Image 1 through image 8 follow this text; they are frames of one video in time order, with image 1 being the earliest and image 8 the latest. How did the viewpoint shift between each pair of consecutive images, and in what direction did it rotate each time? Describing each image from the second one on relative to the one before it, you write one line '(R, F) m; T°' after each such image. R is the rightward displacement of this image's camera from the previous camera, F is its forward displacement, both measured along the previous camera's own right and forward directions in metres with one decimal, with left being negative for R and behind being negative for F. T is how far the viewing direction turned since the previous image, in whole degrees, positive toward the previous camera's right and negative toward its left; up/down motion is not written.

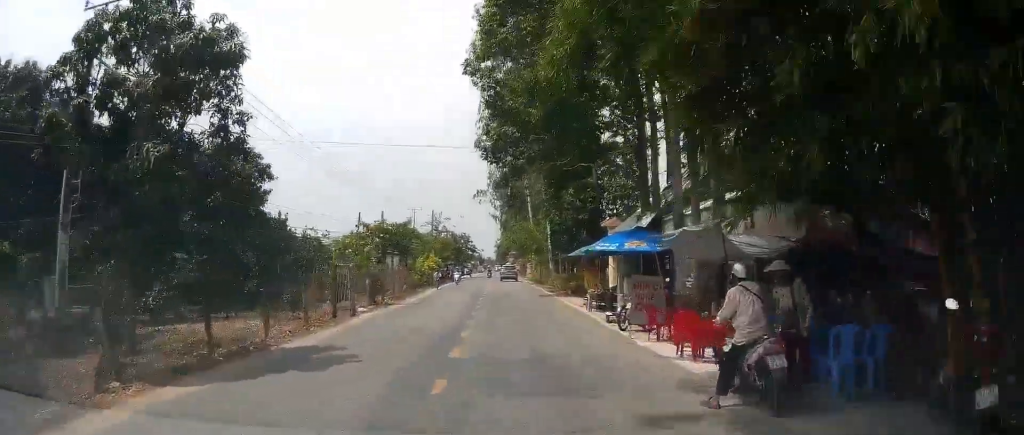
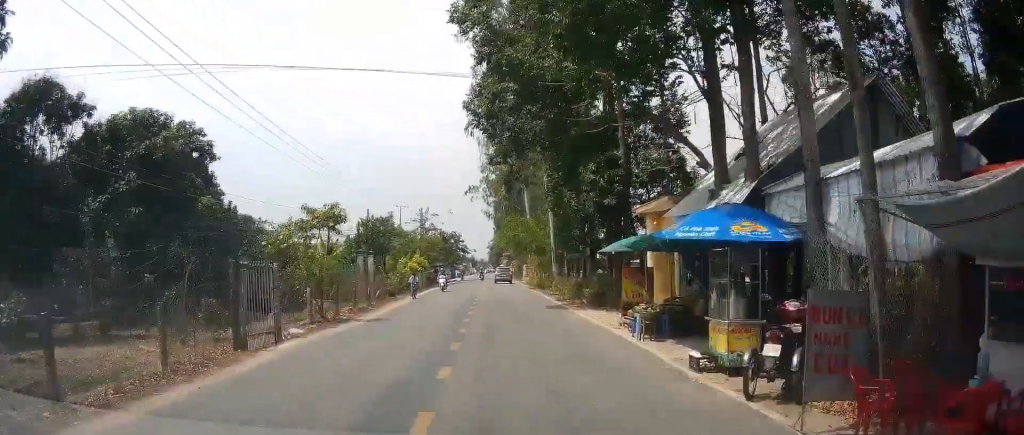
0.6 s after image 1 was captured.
(+0.1, +7.5) m; +1°
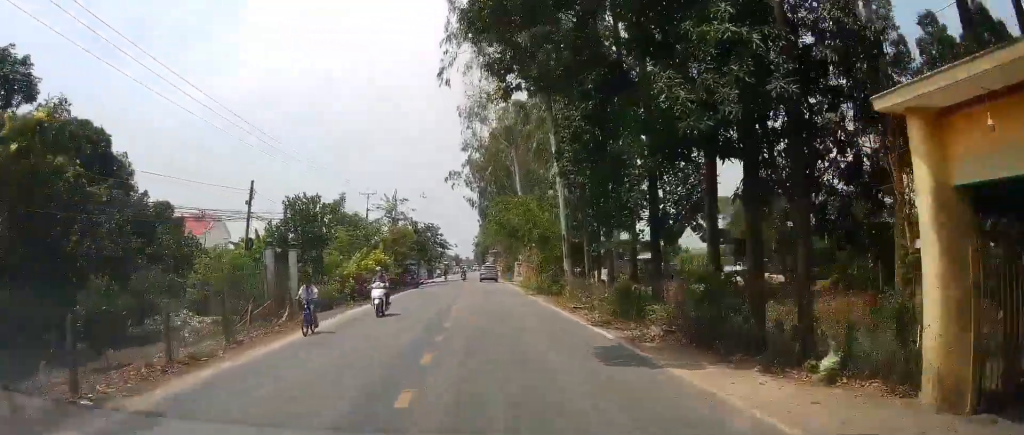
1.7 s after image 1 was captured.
(0.0, +14.0) m; +2°
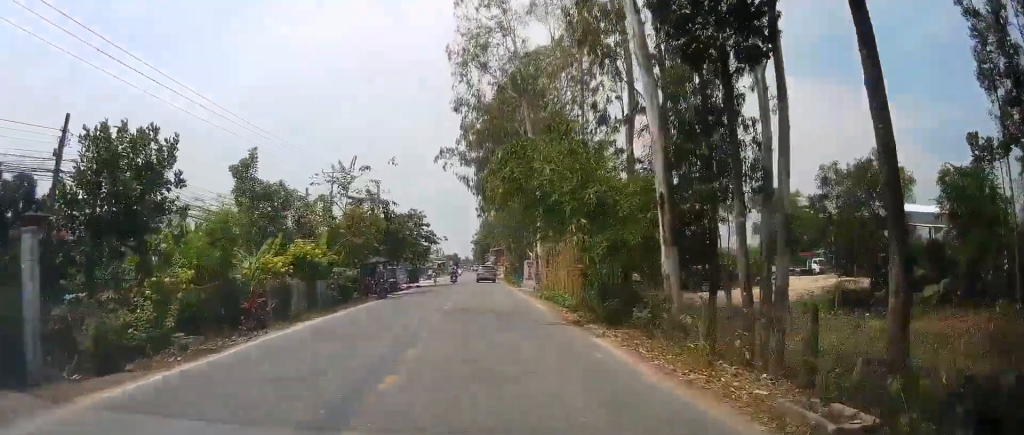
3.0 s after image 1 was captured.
(+0.3, +17.4) m; -1°
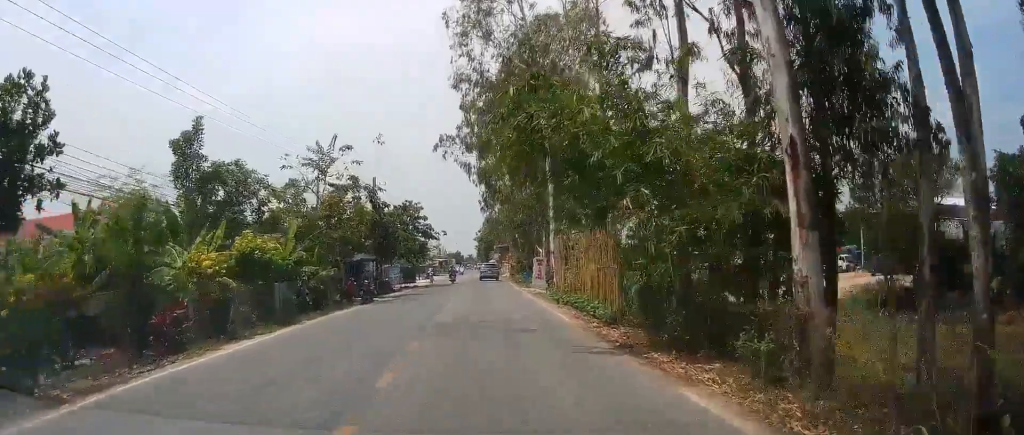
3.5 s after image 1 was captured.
(-0.1, +6.1) m; -2°
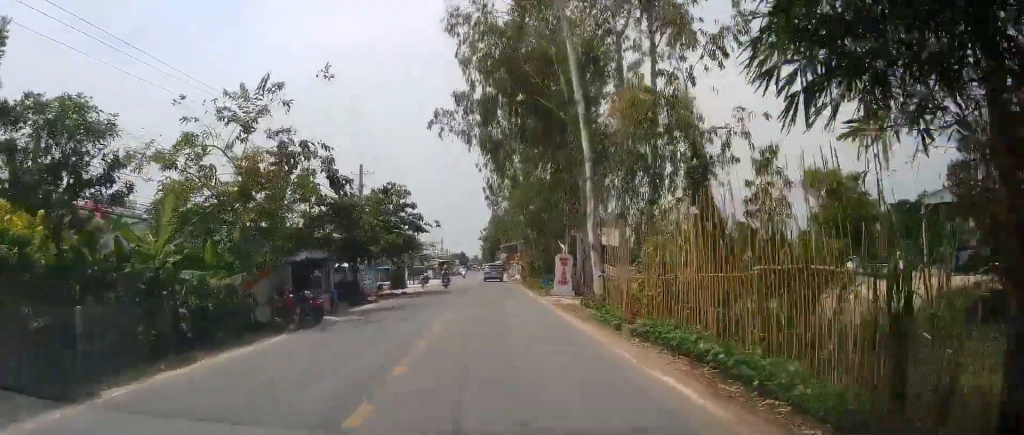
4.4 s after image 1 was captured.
(-0.3, +11.6) m; -1°
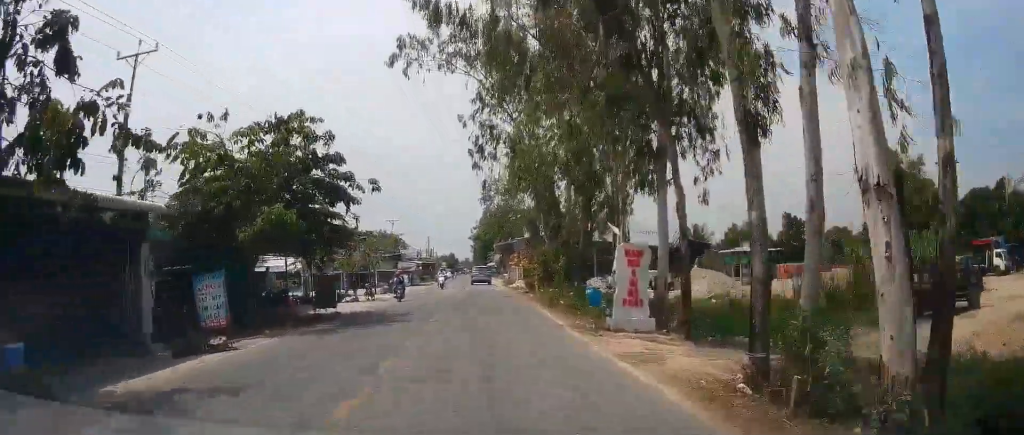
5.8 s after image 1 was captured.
(+0.4, +18.8) m; +1°
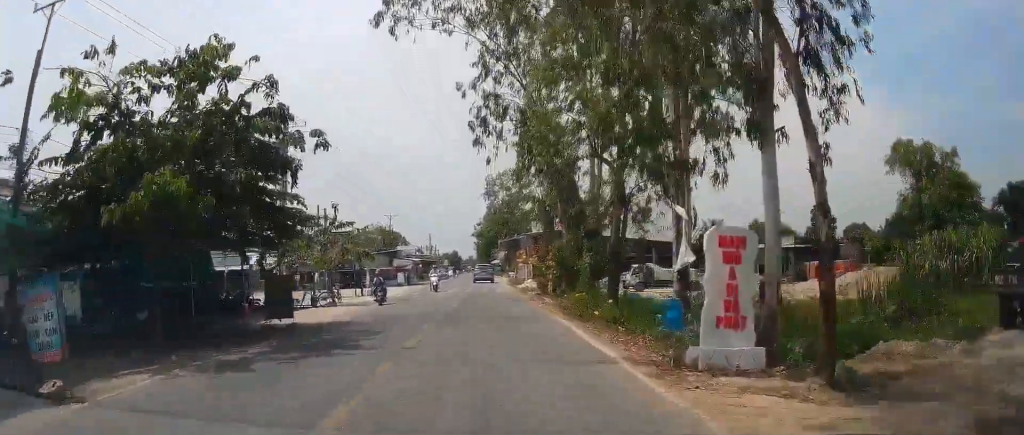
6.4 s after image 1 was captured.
(+0.1, +6.4) m; -1°
